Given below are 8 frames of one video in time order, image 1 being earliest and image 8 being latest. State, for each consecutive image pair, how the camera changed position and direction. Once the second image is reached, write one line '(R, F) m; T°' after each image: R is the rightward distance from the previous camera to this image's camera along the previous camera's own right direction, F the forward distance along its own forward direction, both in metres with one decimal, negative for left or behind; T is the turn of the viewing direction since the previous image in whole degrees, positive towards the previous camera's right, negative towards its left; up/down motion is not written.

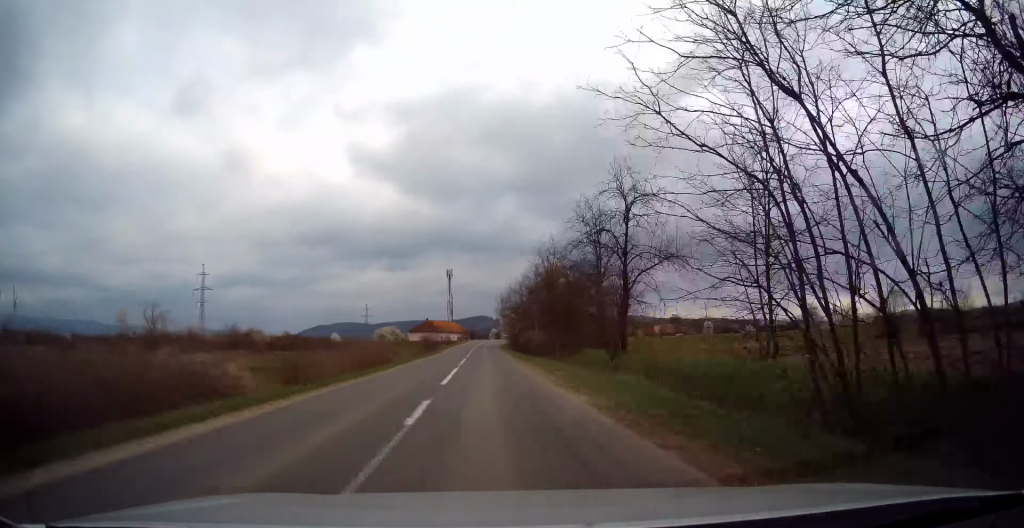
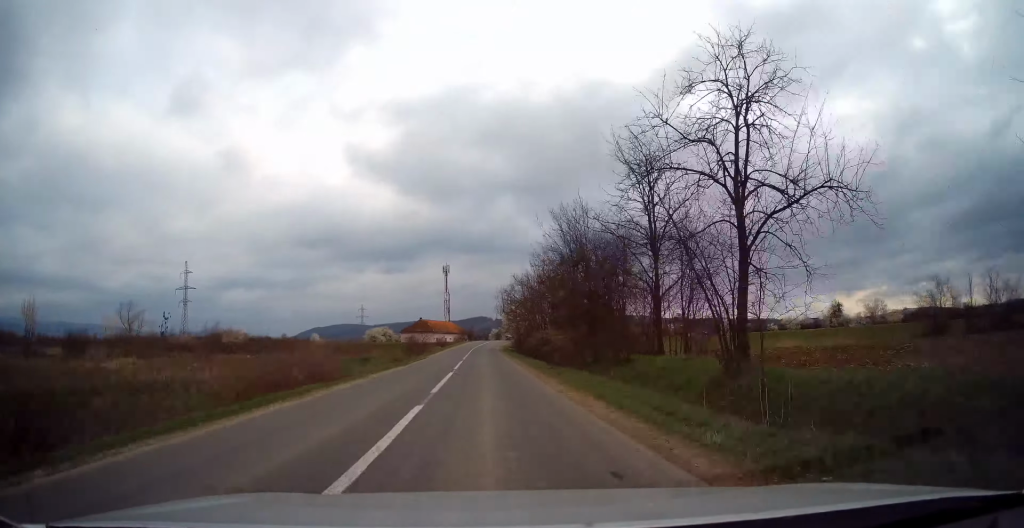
(0.0, +12.5) m; 0°
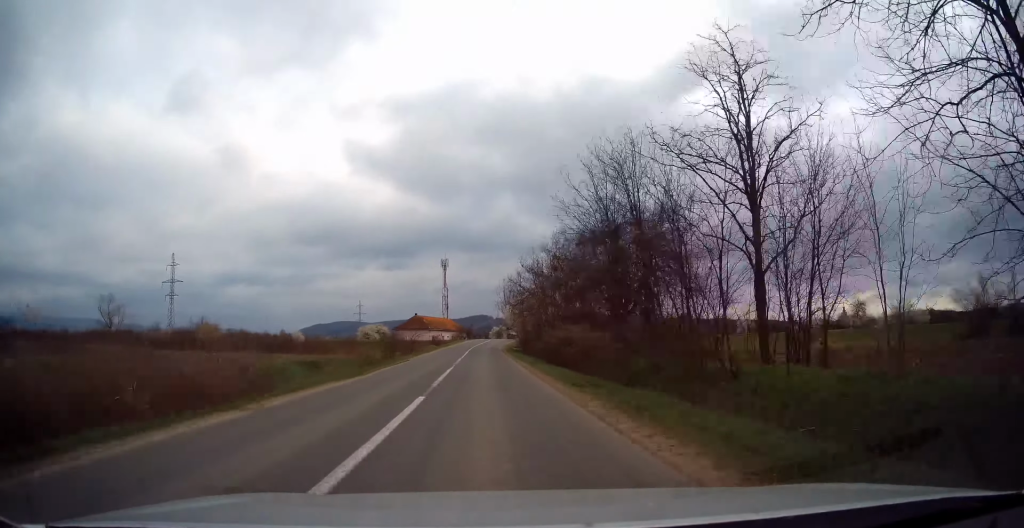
(-0.1, +9.6) m; 0°
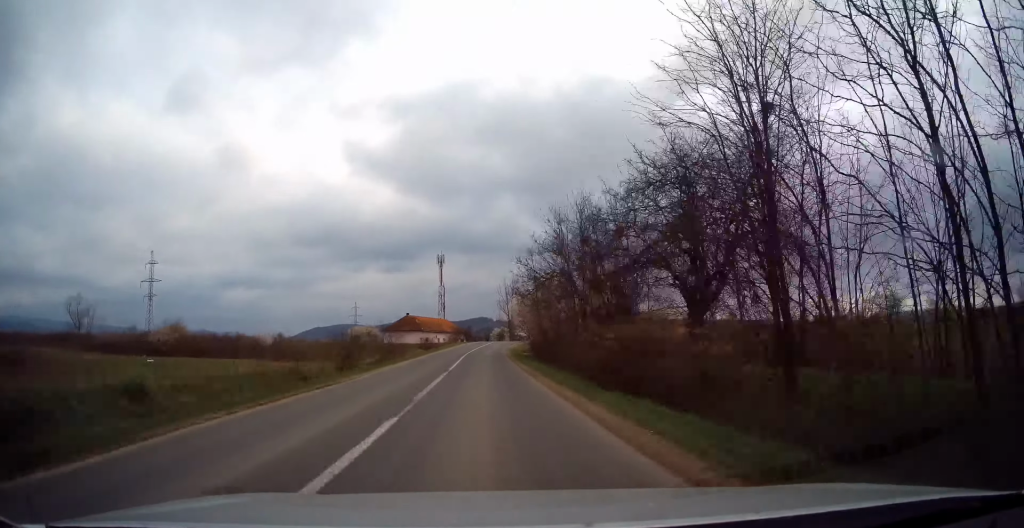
(-0.1, +13.0) m; -1°
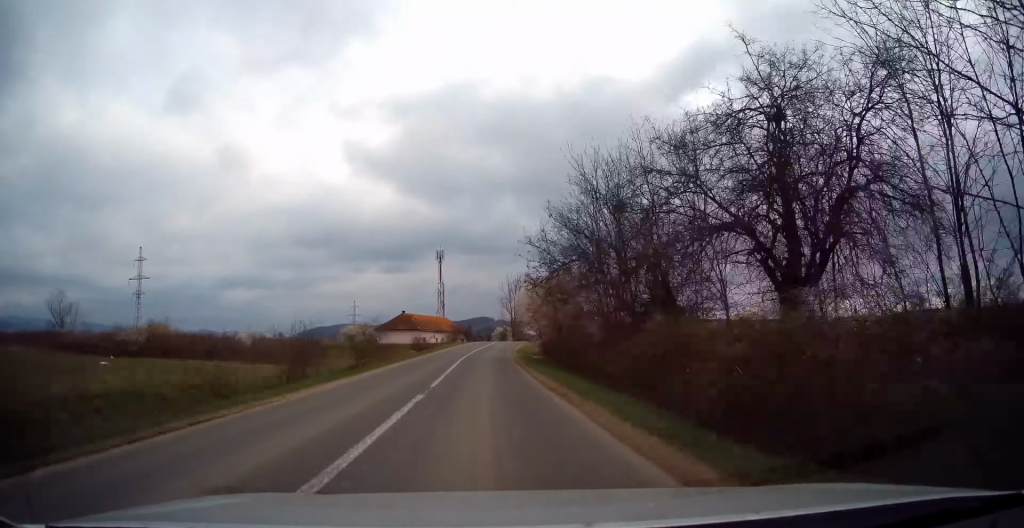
(+0.1, +7.4) m; -1°
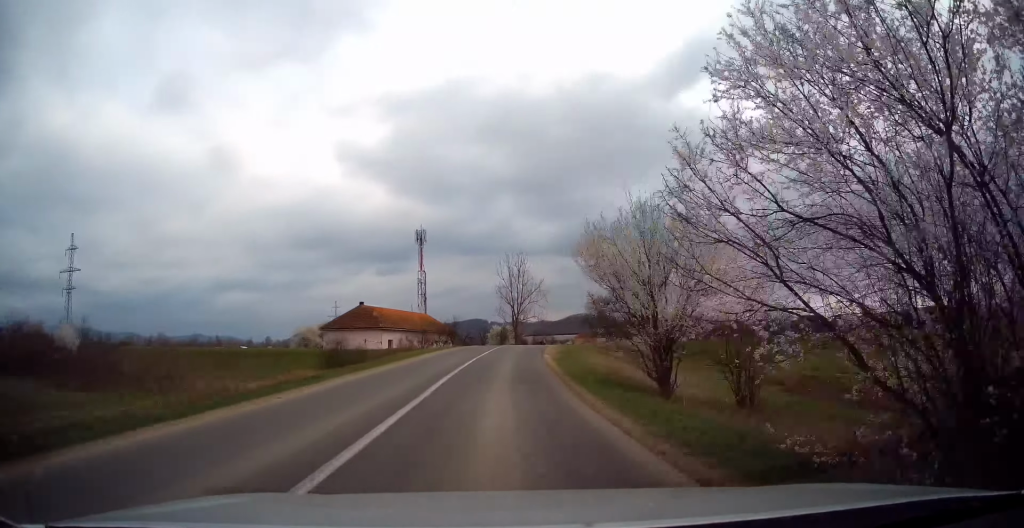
(-0.1, +29.6) m; +3°
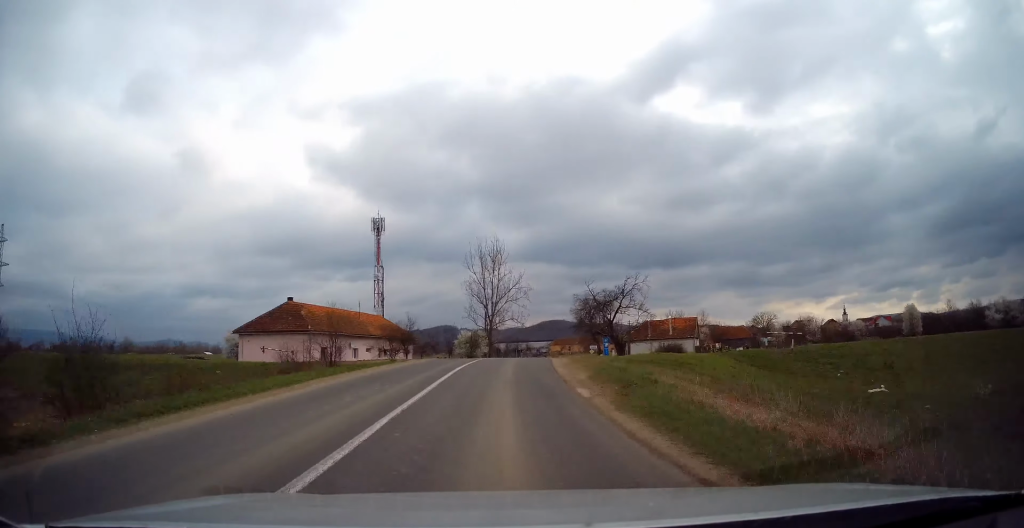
(+0.7, +16.8) m; +4°
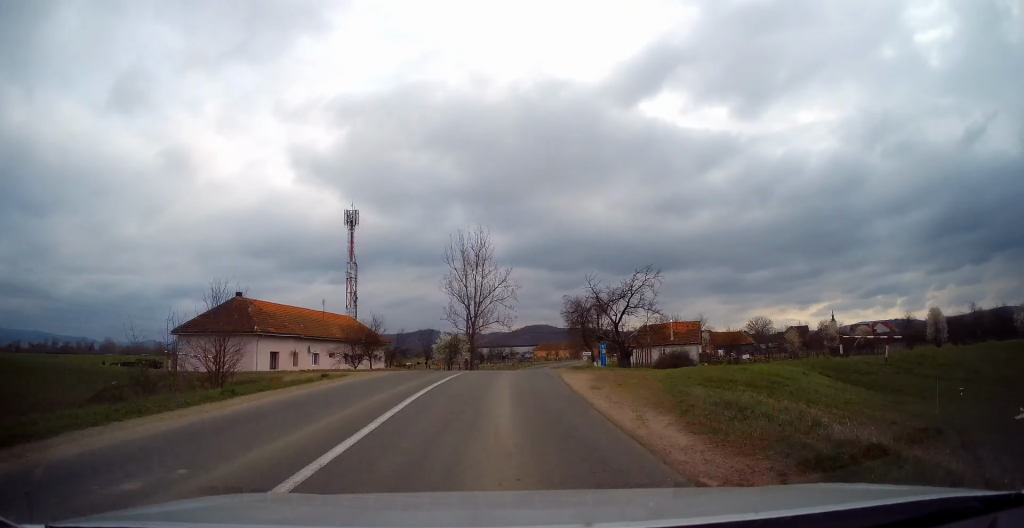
(+0.1, +8.5) m; +1°
